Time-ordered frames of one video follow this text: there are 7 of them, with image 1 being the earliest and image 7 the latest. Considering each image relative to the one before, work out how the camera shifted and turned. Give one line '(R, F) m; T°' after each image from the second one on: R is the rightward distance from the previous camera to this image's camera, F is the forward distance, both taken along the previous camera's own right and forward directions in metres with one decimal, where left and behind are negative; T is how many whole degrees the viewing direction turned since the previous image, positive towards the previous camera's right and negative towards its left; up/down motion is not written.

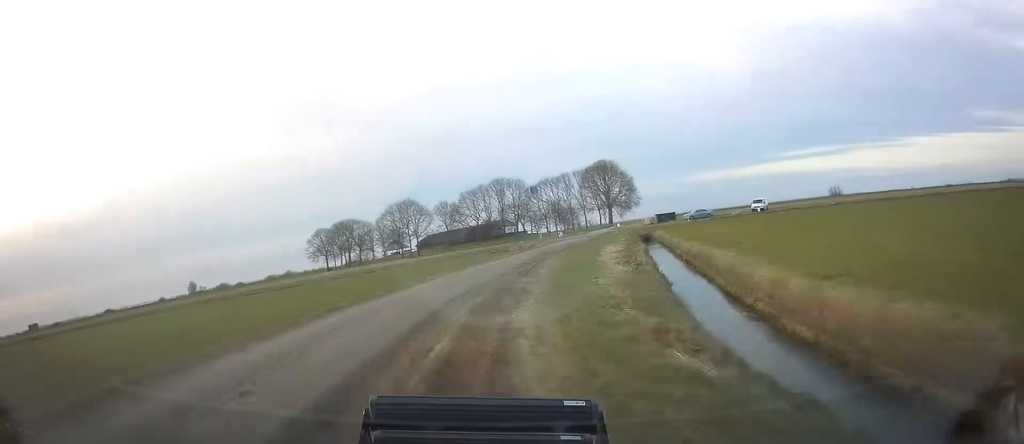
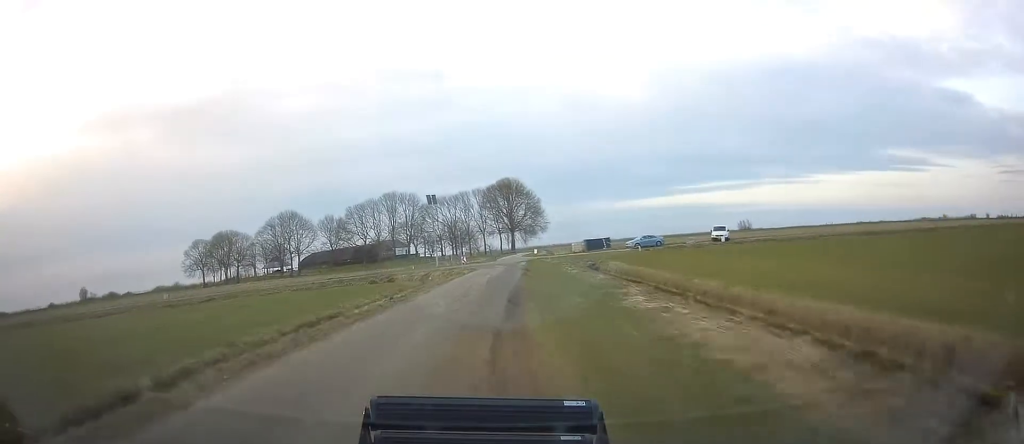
(+2.0, +19.5) m; +9°
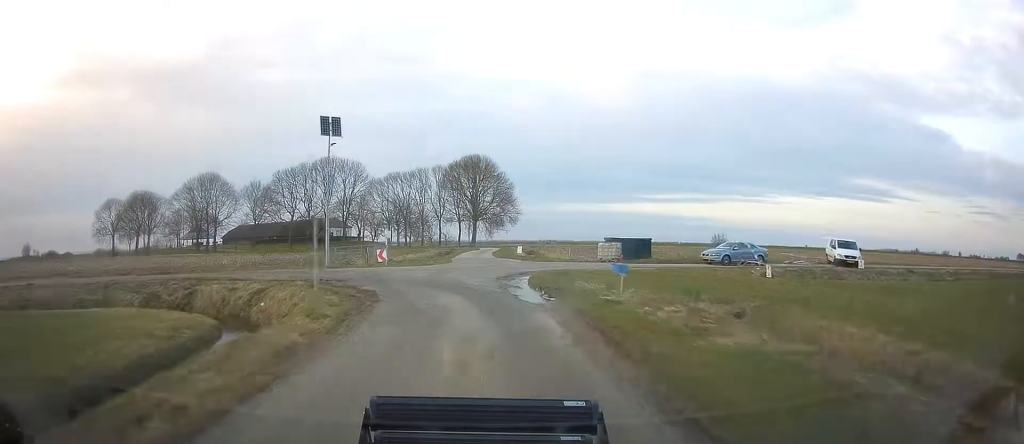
(+2.5, +31.8) m; +3°
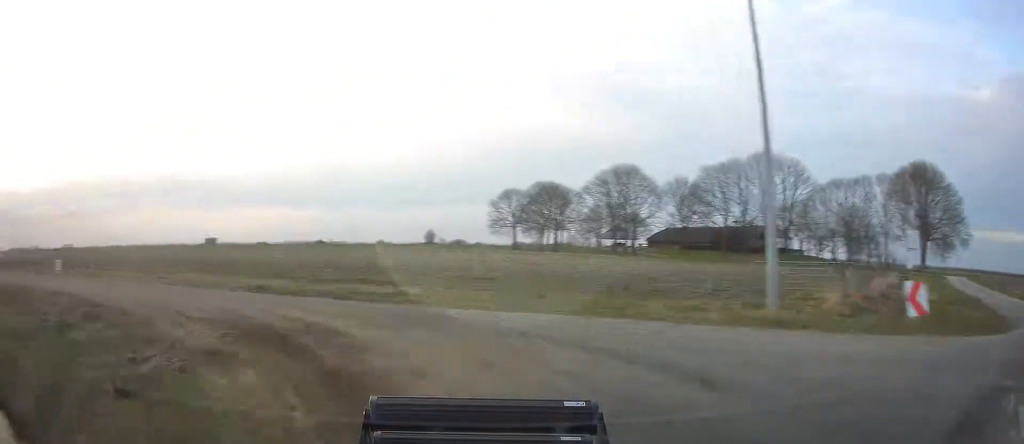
(-4.7, +19.2) m; -42°
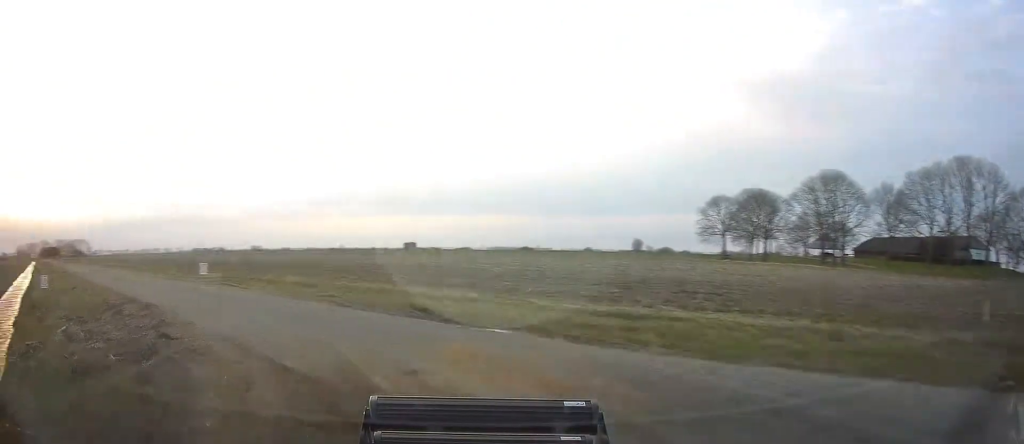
(-0.8, +4.3) m; -16°
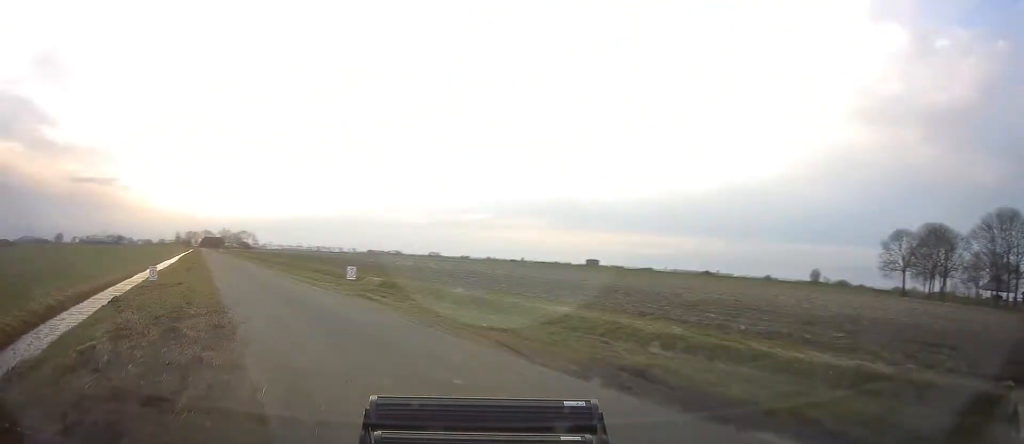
(-0.5, +3.8) m; -14°
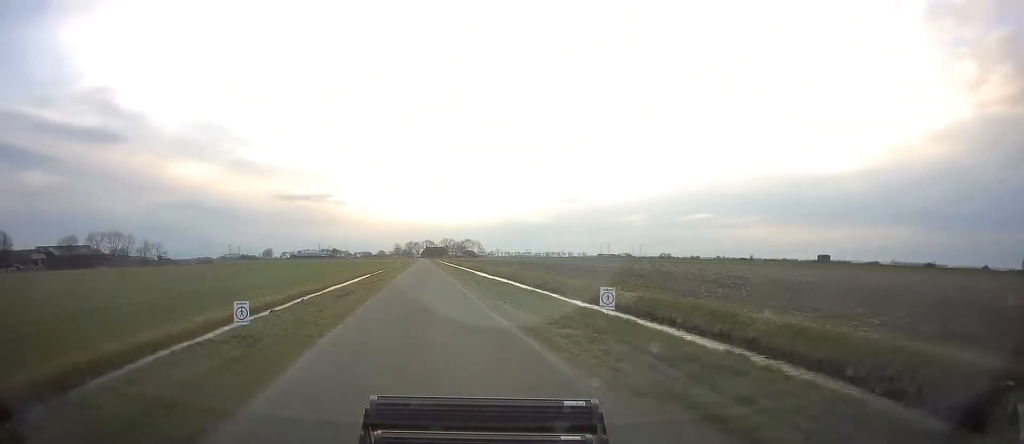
(-2.8, +9.7) m; -21°
